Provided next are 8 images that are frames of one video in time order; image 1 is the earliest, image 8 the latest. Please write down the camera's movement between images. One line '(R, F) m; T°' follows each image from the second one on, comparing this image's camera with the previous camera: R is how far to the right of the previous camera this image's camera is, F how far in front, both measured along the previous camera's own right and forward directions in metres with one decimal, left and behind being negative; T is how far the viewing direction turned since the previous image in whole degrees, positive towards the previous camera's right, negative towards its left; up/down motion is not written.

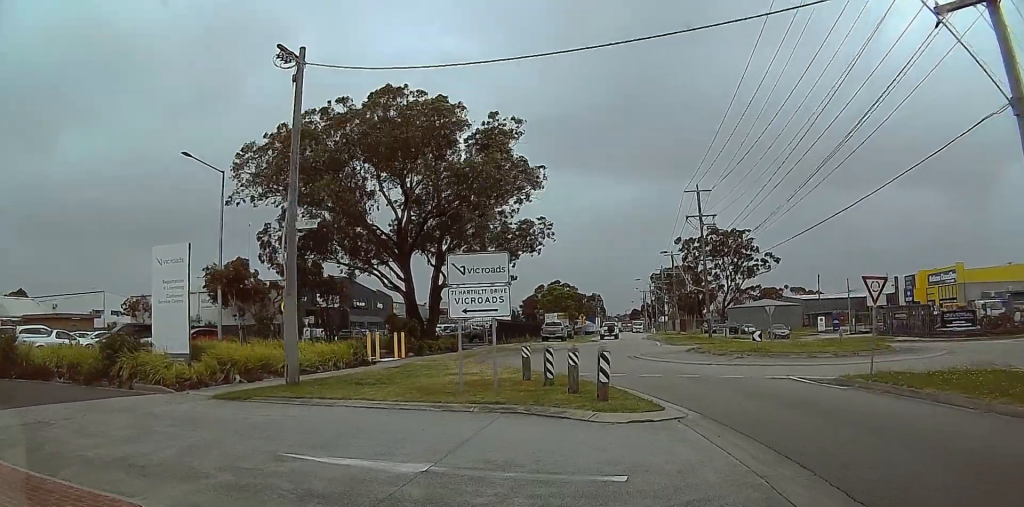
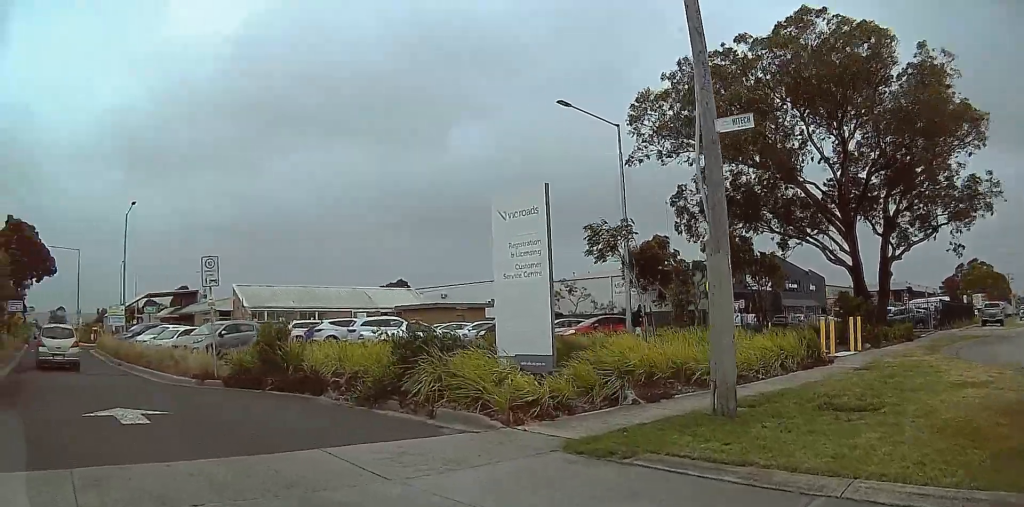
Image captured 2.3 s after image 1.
(-2.0, +9.0) m; -33°
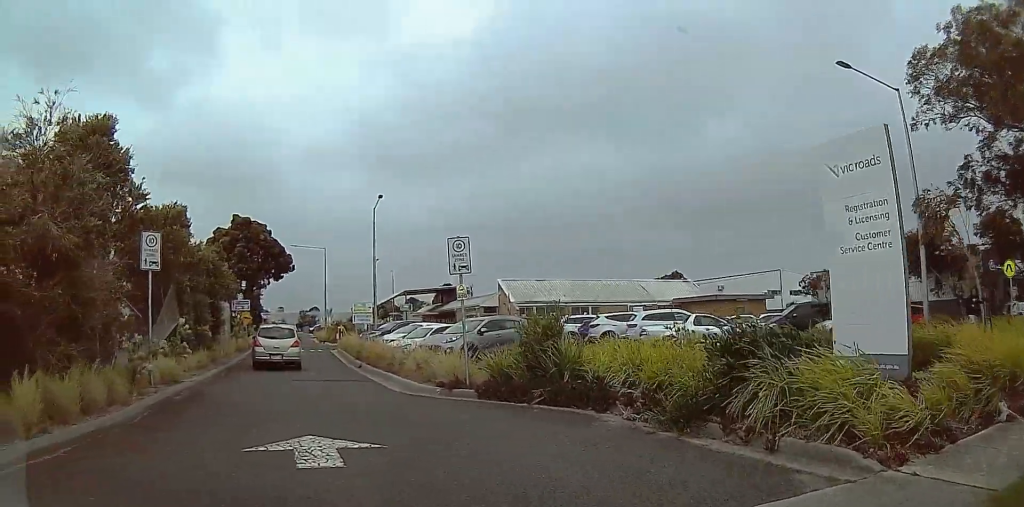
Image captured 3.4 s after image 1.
(-0.7, +3.4) m; -19°
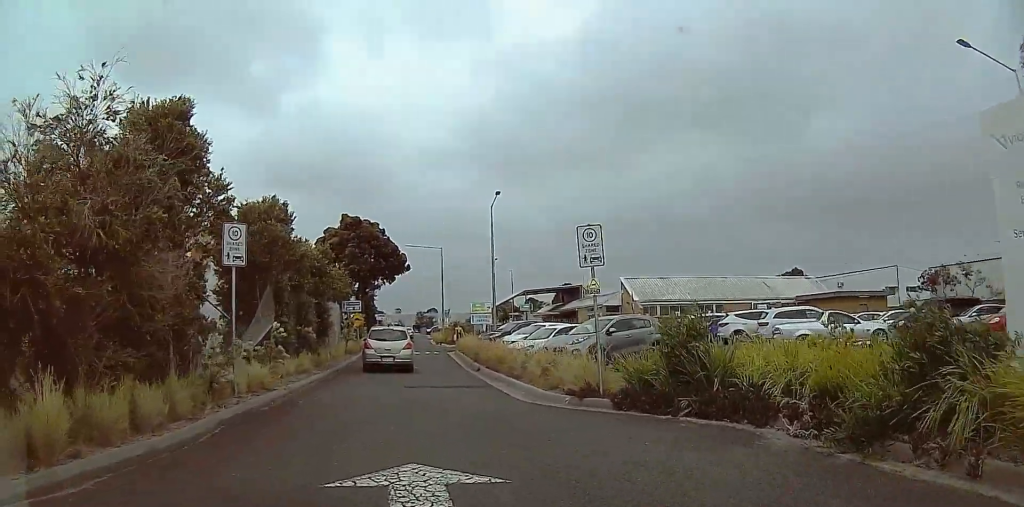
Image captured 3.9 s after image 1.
(-0.2, +1.7) m; -7°
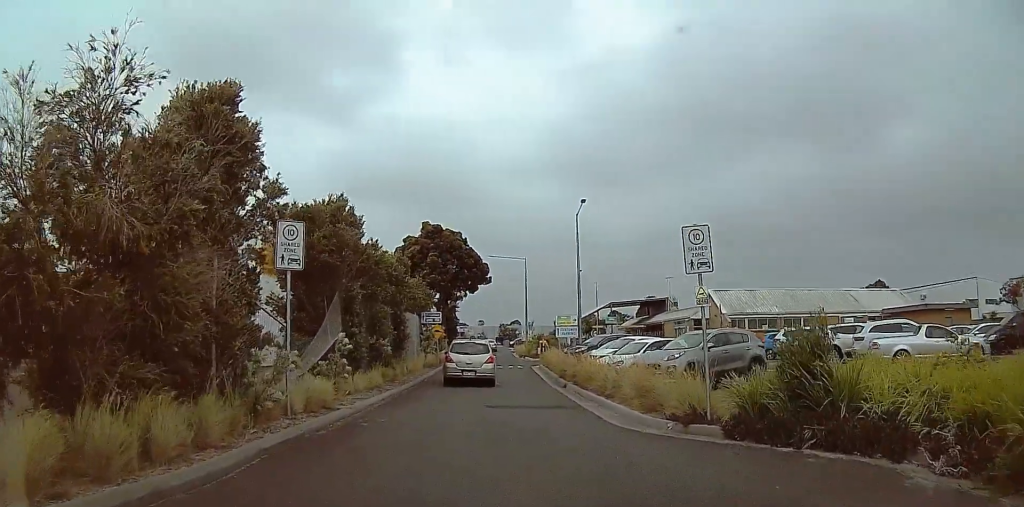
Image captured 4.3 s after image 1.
(0.0, +1.5) m; -6°
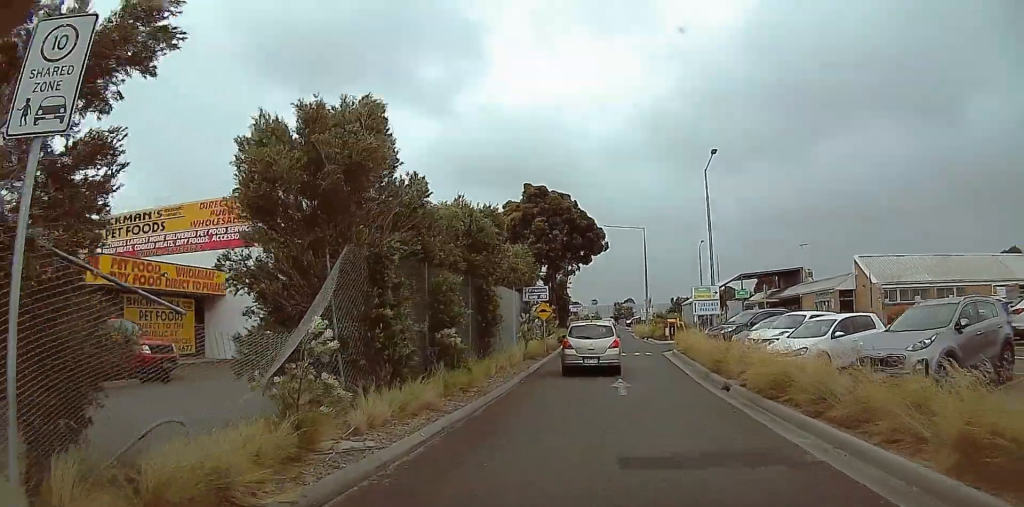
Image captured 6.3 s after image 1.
(-0.9, +6.8) m; -12°
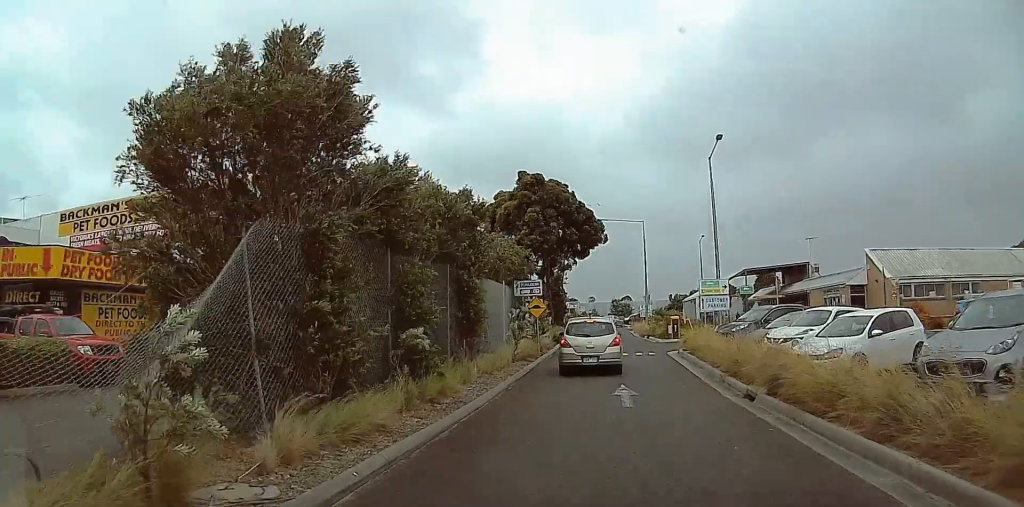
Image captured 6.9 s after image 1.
(-0.1, +1.9) m; -3°
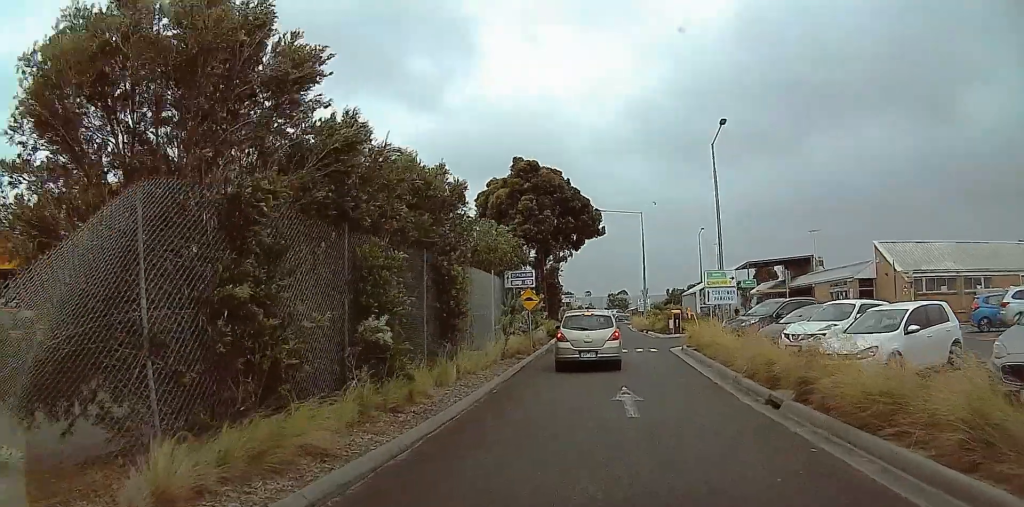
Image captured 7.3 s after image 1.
(0.0, +1.5) m; -2°
